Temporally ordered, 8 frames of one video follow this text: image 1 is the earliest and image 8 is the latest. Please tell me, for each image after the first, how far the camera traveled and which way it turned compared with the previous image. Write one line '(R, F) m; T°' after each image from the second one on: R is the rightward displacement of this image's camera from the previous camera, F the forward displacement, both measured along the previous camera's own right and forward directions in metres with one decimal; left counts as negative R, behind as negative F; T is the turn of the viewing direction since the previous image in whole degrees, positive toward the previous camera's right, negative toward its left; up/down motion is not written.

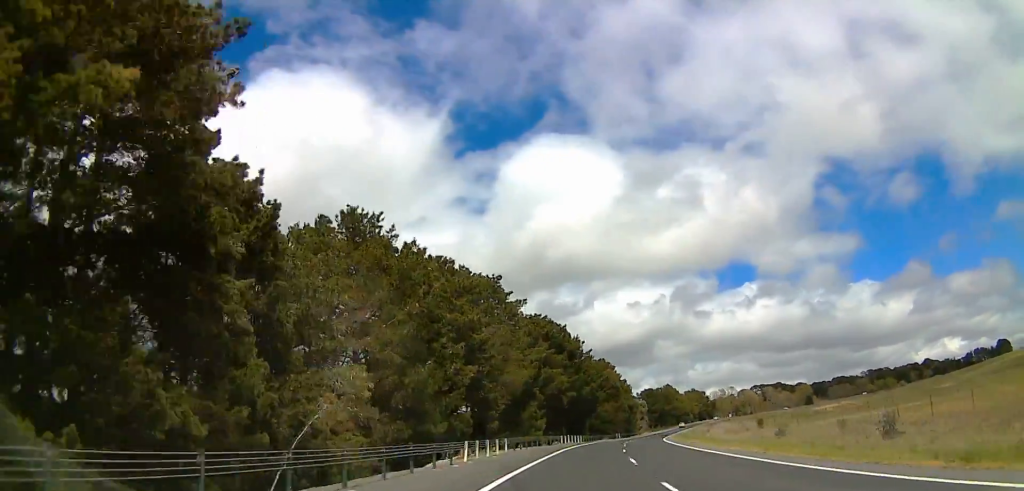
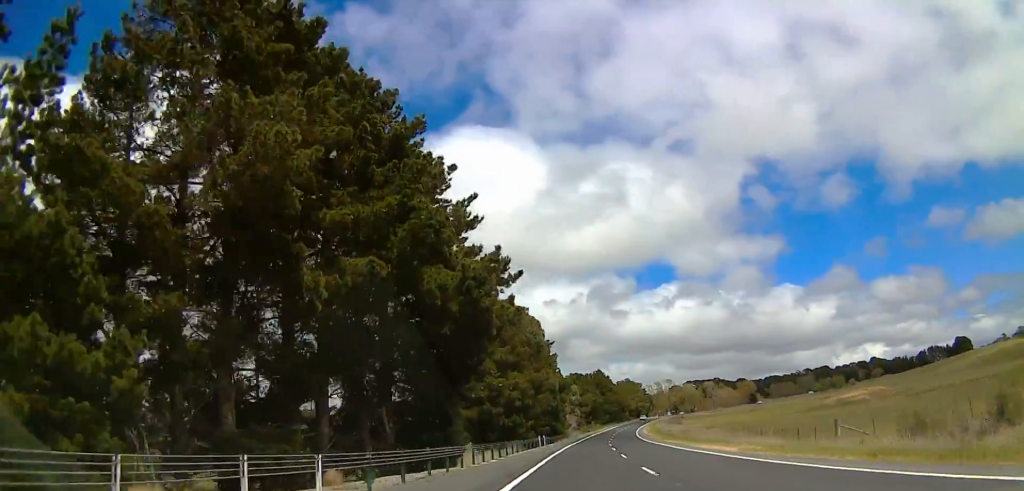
(+5.0, +65.8) m; +8°
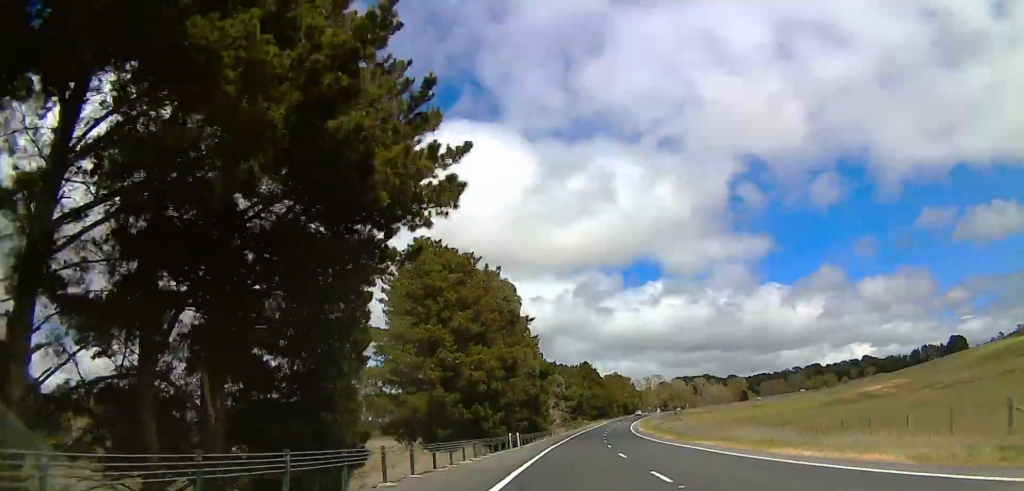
(+0.3, +16.1) m; +2°
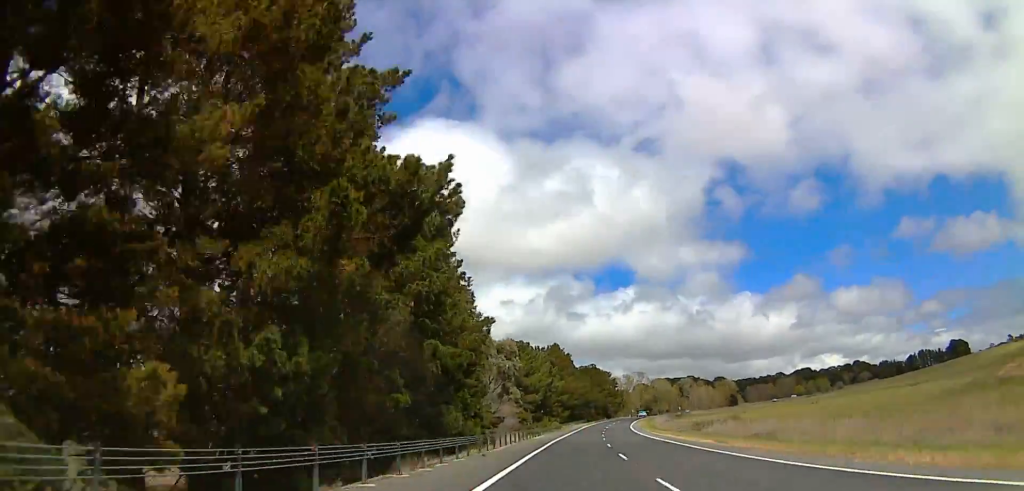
(+2.4, +51.4) m; +4°
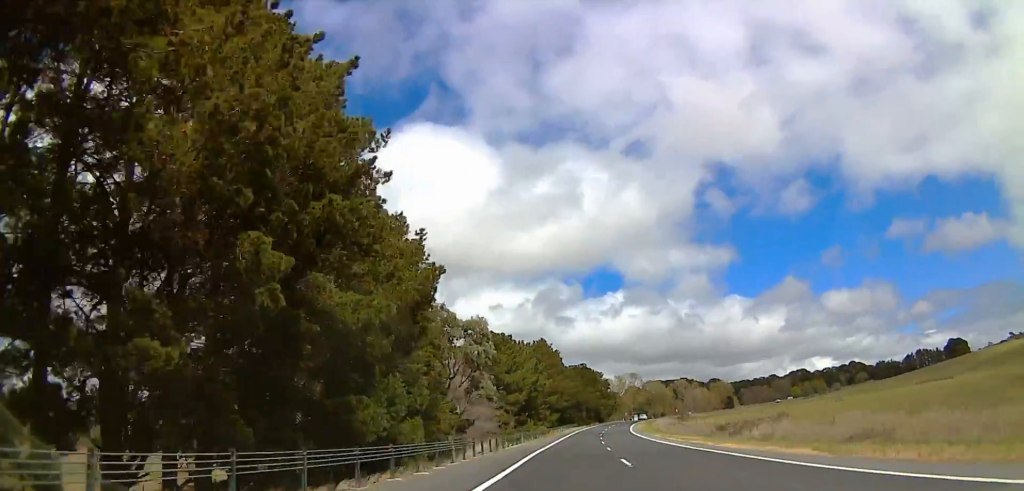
(+0.1, +14.9) m; +1°
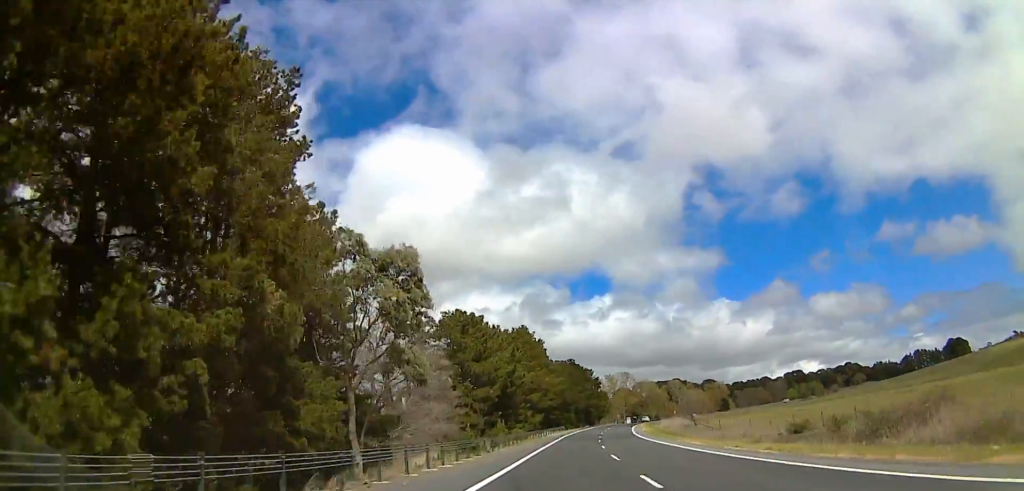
(-0.2, +20.2) m; +1°
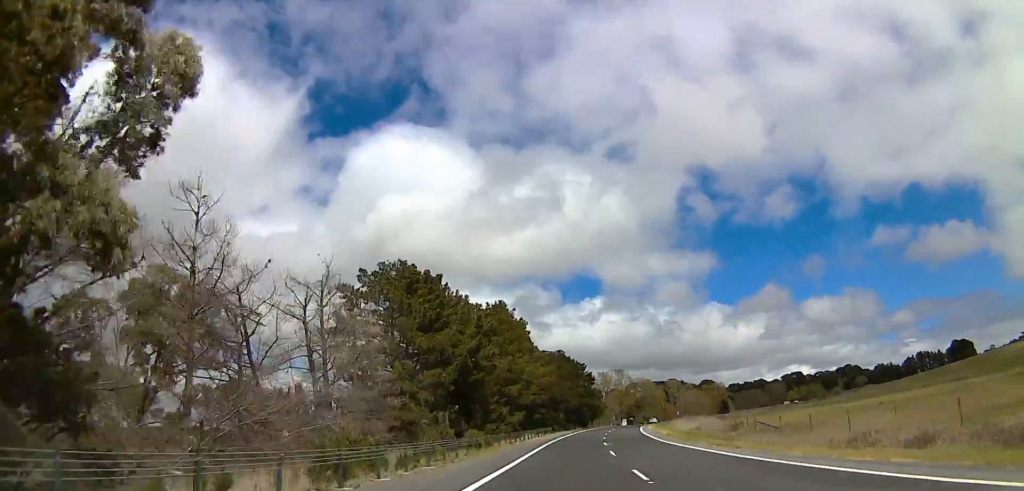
(+0.8, +22.3) m; +2°
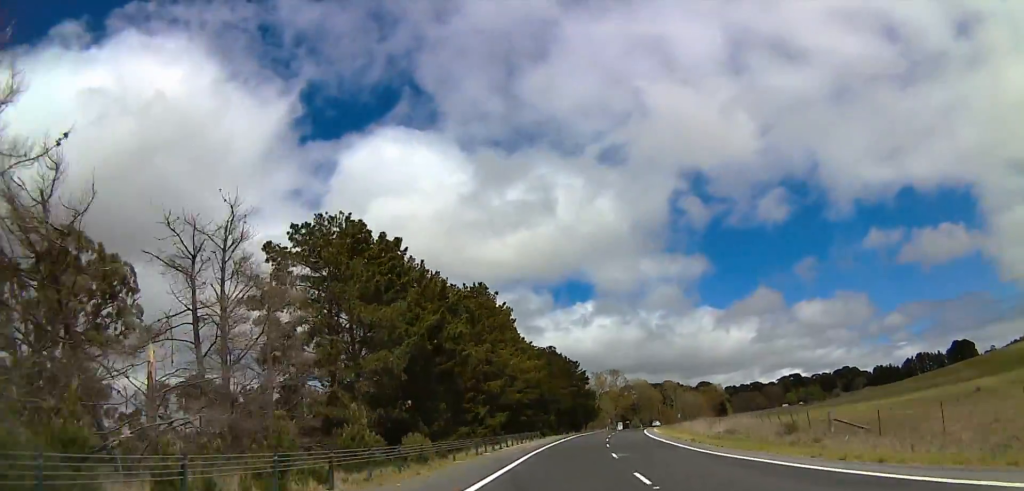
(+0.1, +12.8) m; +1°
